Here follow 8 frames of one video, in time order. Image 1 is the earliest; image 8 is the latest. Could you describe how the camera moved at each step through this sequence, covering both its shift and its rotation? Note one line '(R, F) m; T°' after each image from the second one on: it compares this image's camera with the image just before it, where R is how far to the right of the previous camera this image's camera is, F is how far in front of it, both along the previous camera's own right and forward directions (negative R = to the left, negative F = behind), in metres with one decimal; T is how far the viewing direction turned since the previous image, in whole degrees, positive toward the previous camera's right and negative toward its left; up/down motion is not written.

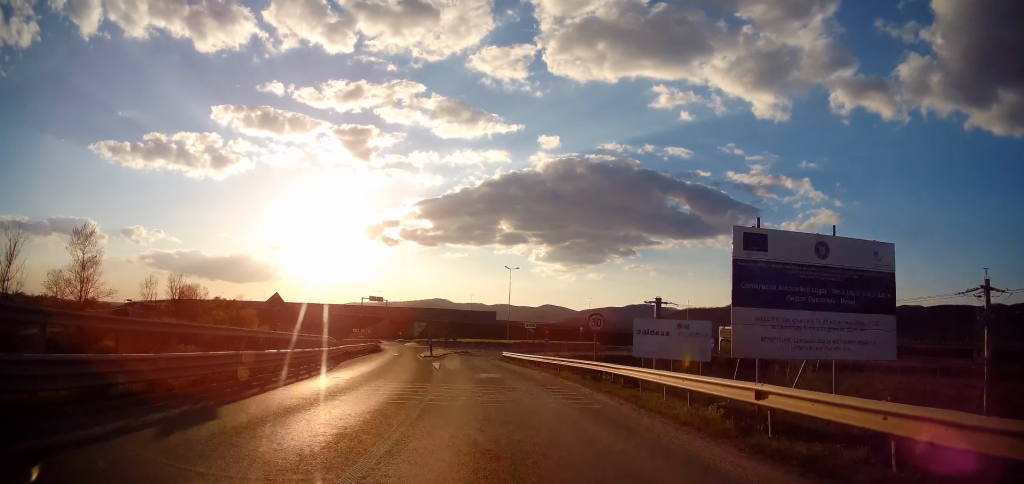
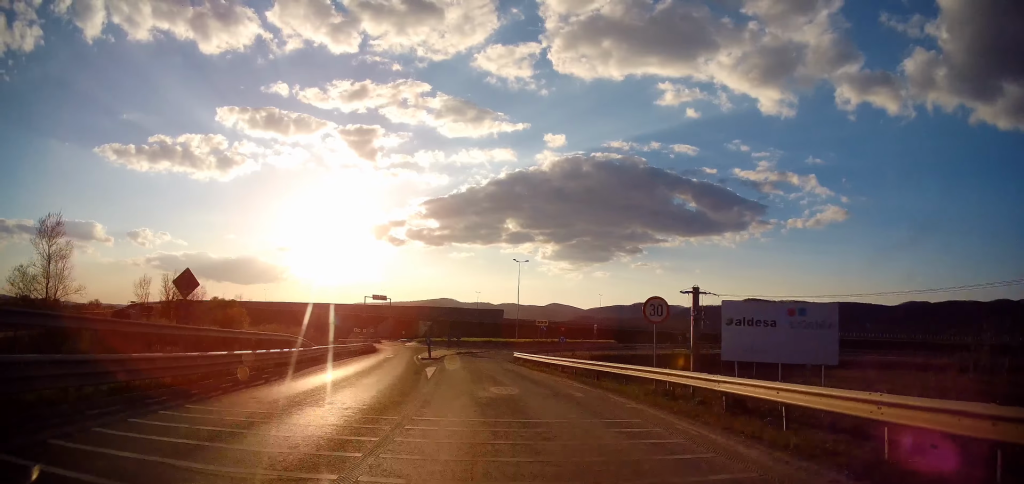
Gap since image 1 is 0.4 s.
(+0.1, +7.4) m; -1°
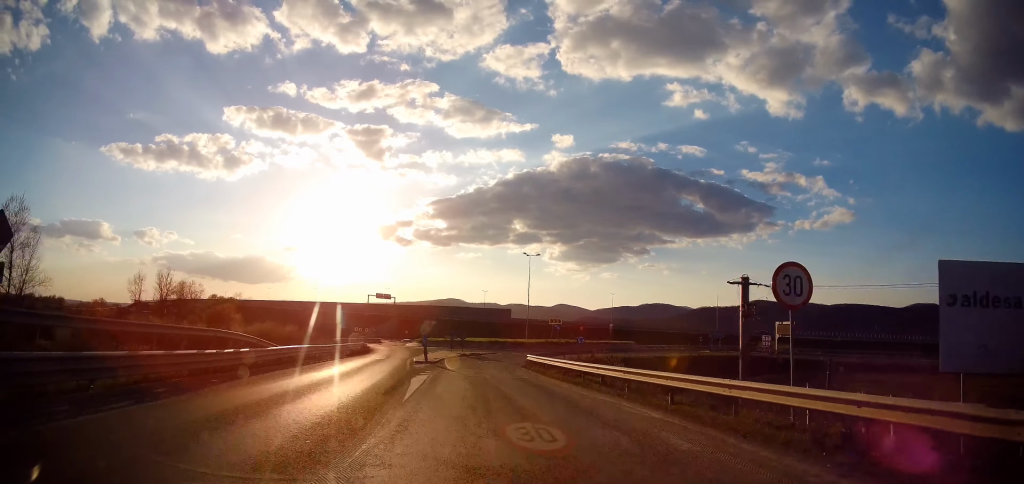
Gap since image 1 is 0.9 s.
(-0.2, +7.1) m; -1°
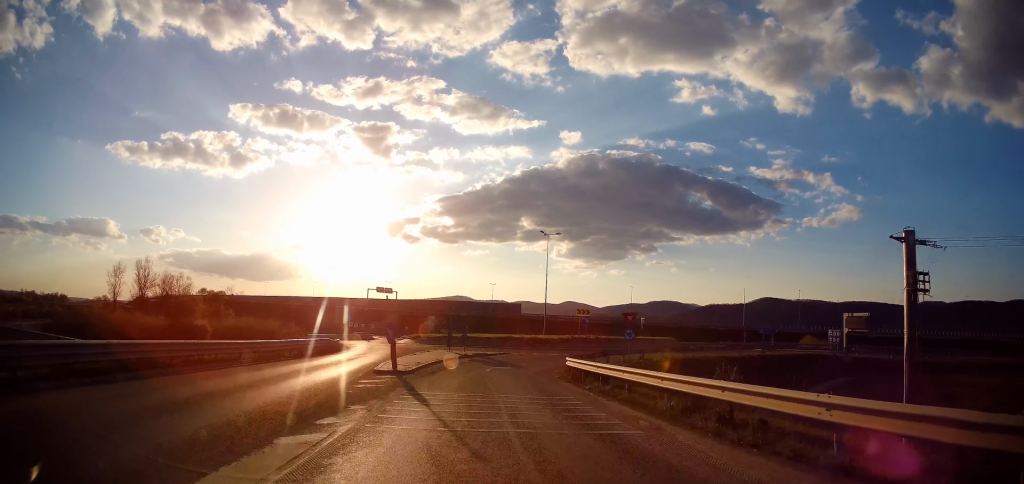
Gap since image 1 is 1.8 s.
(-0.3, +14.7) m; -1°
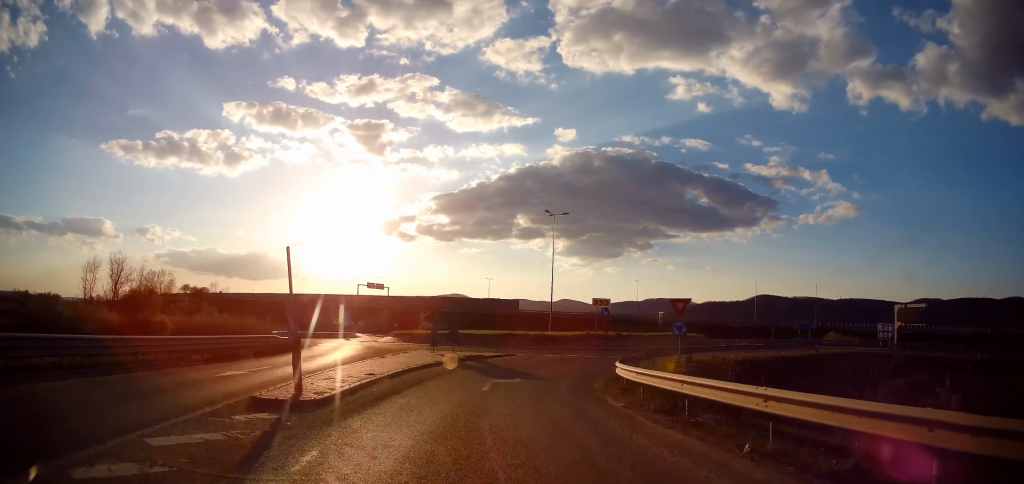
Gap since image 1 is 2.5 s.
(0.0, +10.7) m; +1°
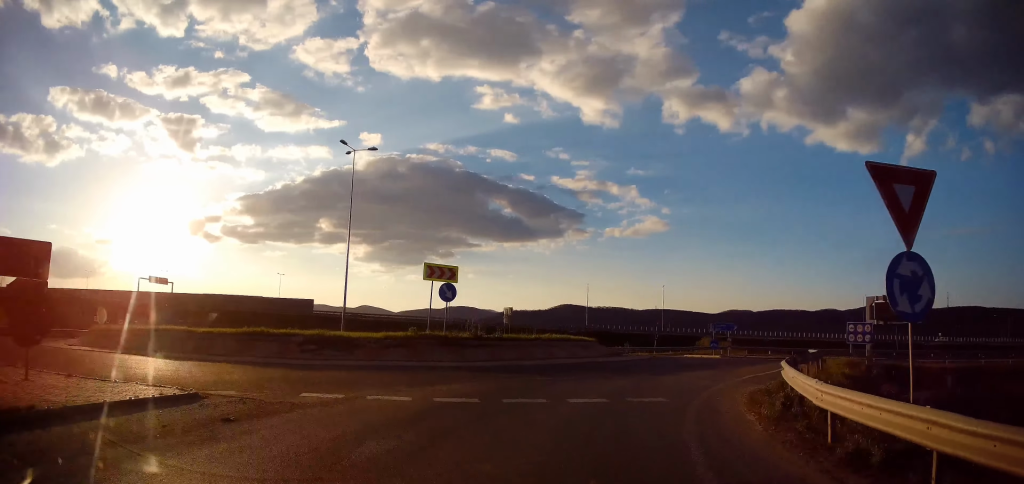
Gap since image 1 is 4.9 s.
(+1.0, +26.9) m; +11°
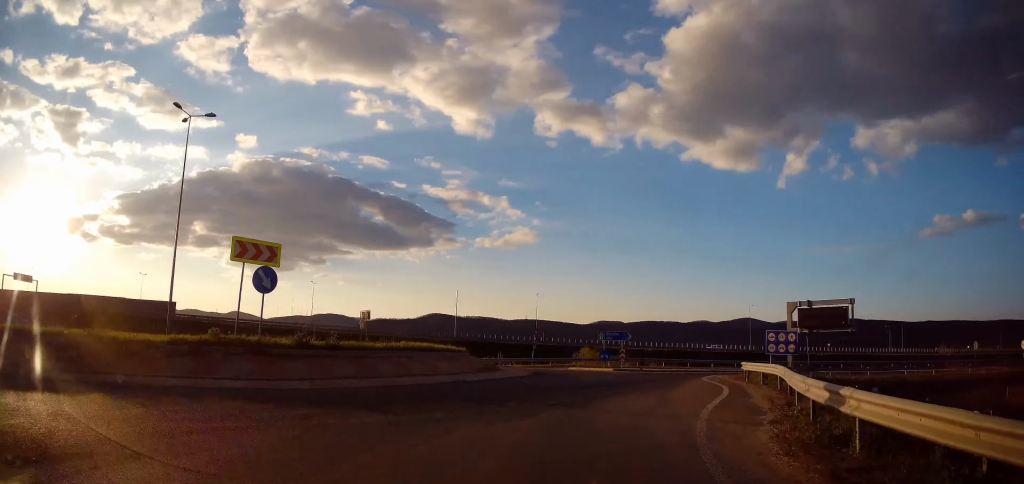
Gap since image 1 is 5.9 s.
(+0.9, +7.9) m; +12°
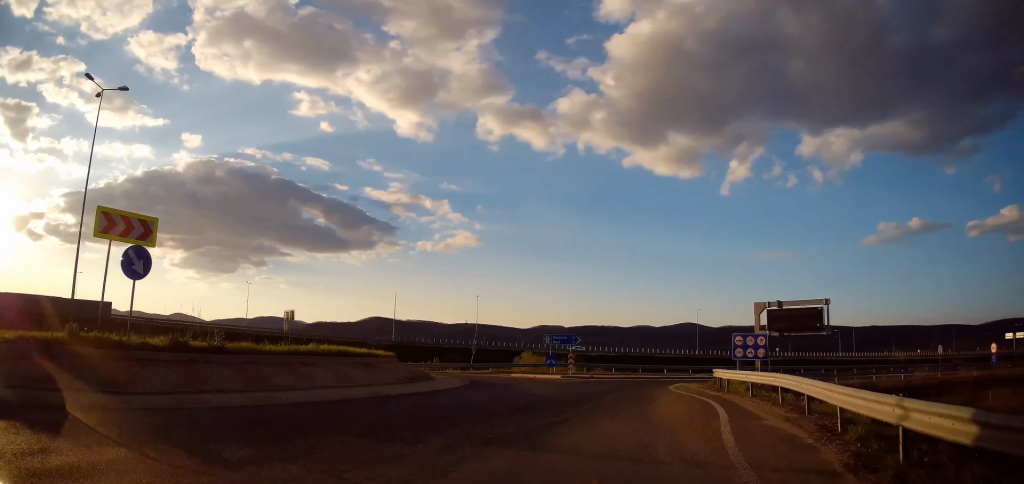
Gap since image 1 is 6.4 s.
(+0.2, +4.2) m; +7°
